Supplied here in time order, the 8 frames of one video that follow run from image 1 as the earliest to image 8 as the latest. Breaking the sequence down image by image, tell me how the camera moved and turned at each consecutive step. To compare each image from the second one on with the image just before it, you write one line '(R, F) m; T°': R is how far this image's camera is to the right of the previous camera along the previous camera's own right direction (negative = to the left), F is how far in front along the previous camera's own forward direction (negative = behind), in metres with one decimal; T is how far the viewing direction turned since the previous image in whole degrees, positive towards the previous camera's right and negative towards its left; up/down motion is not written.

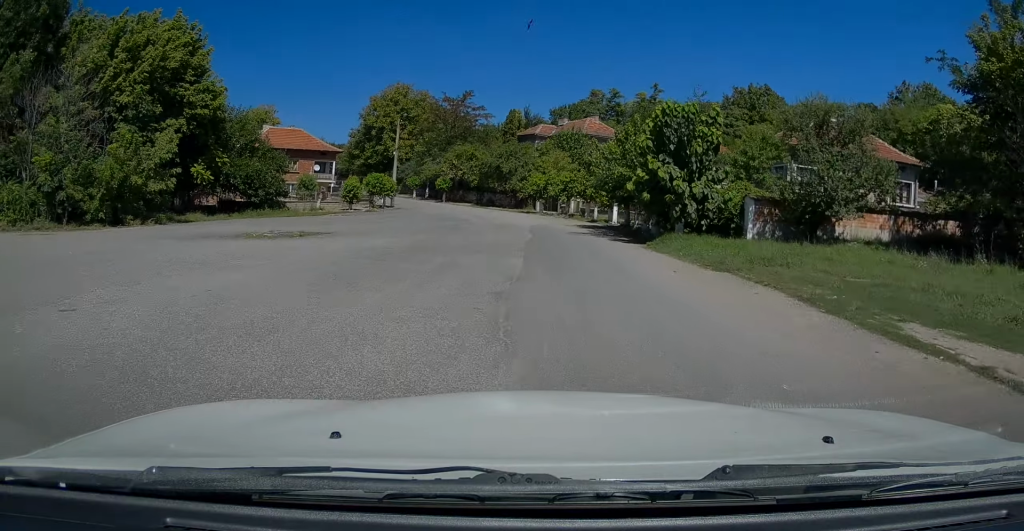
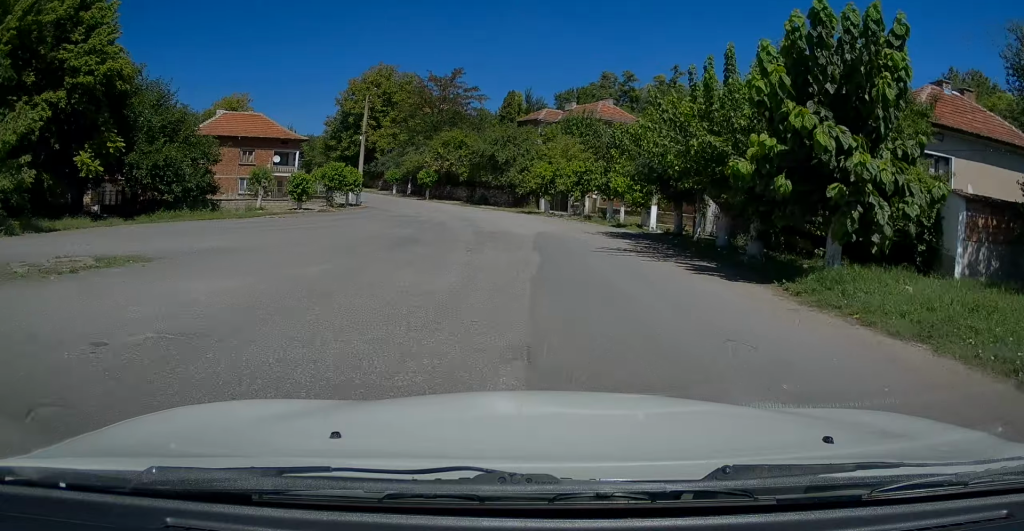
(-0.1, +11.5) m; 0°
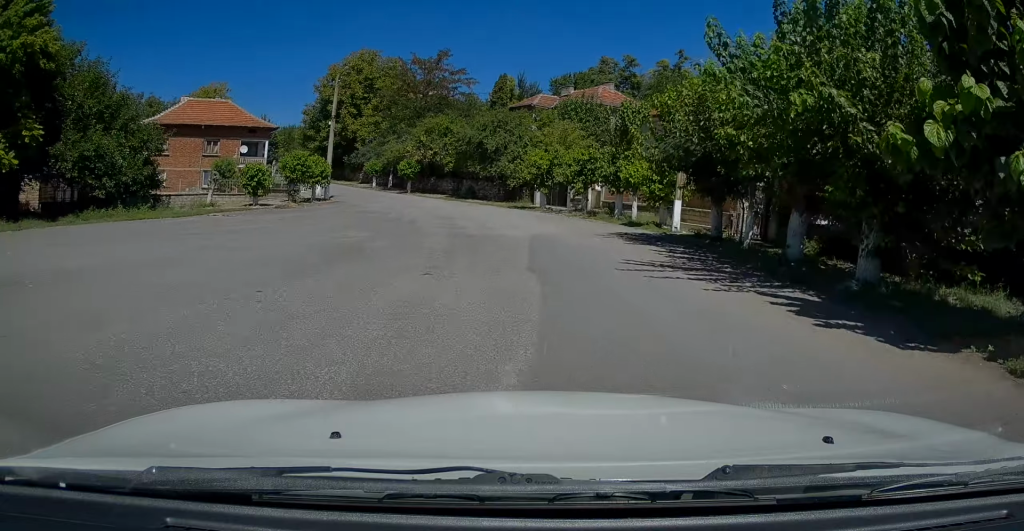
(+0.1, +5.5) m; 0°
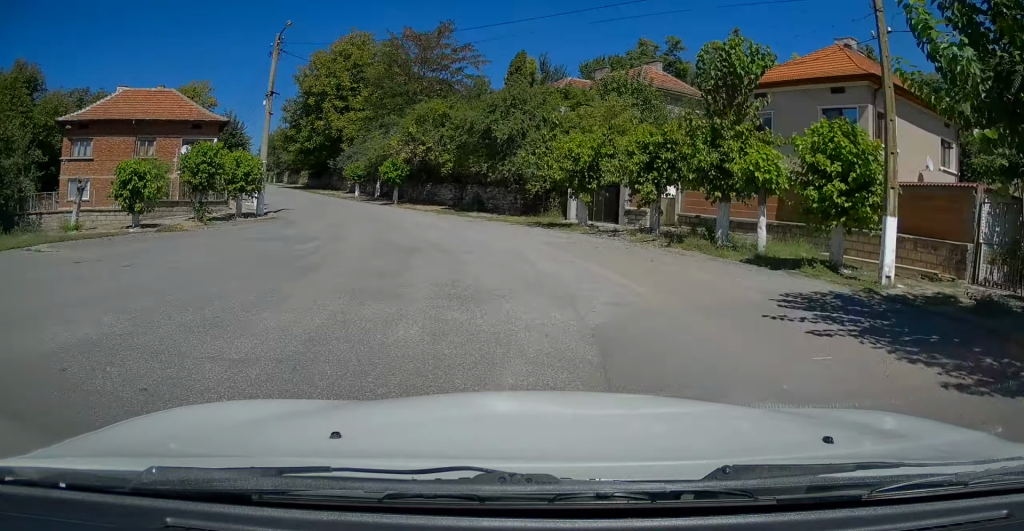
(0.0, +12.6) m; -2°
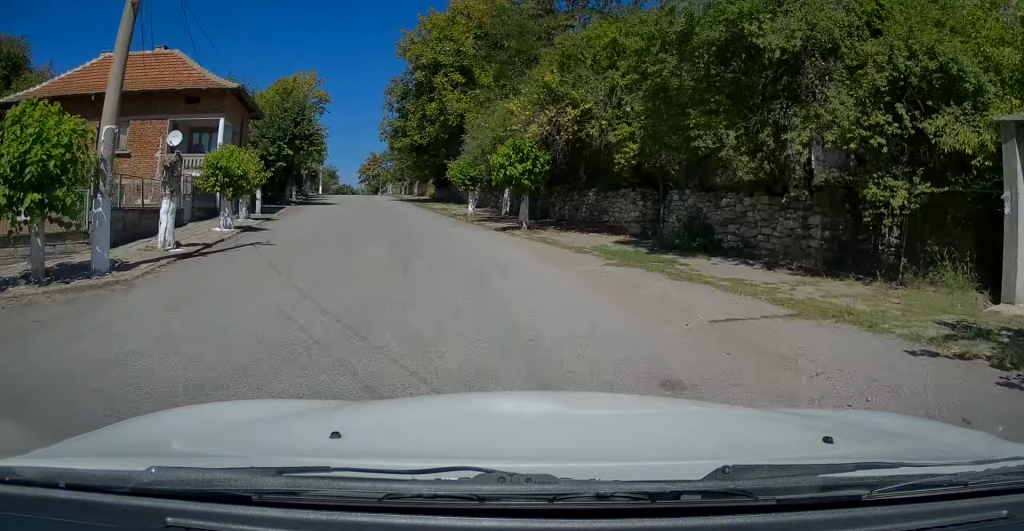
(-1.1, +18.0) m; -12°
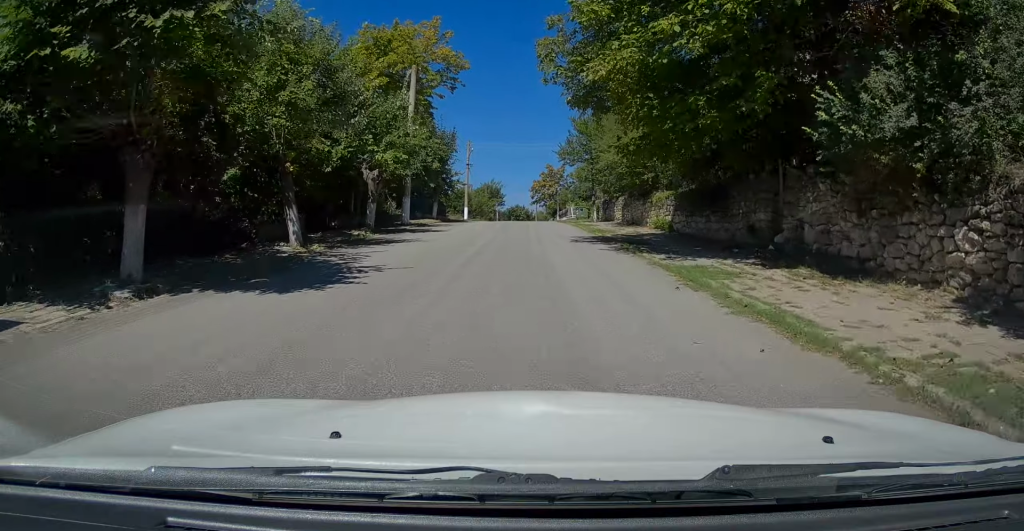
(-6.0, +28.3) m; -17°
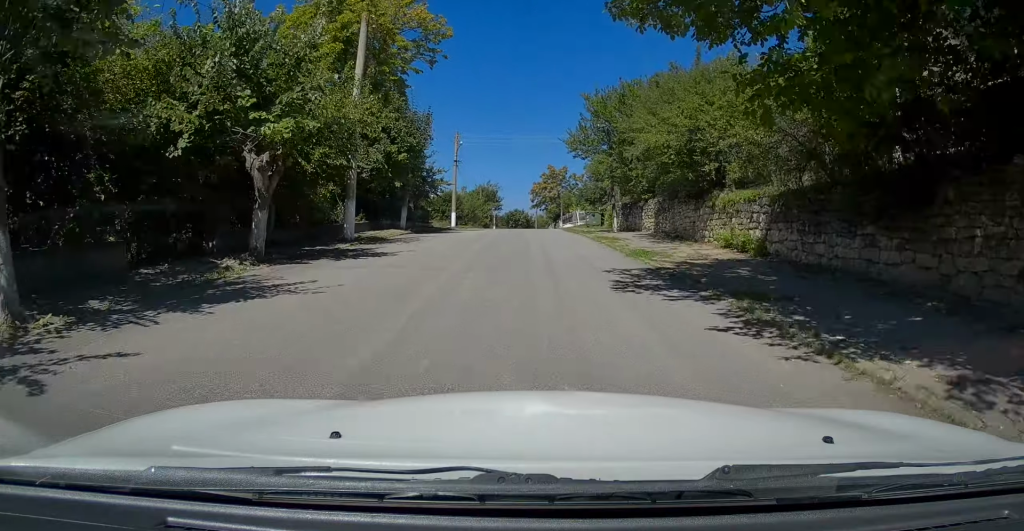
(-0.1, +9.4) m; -1°
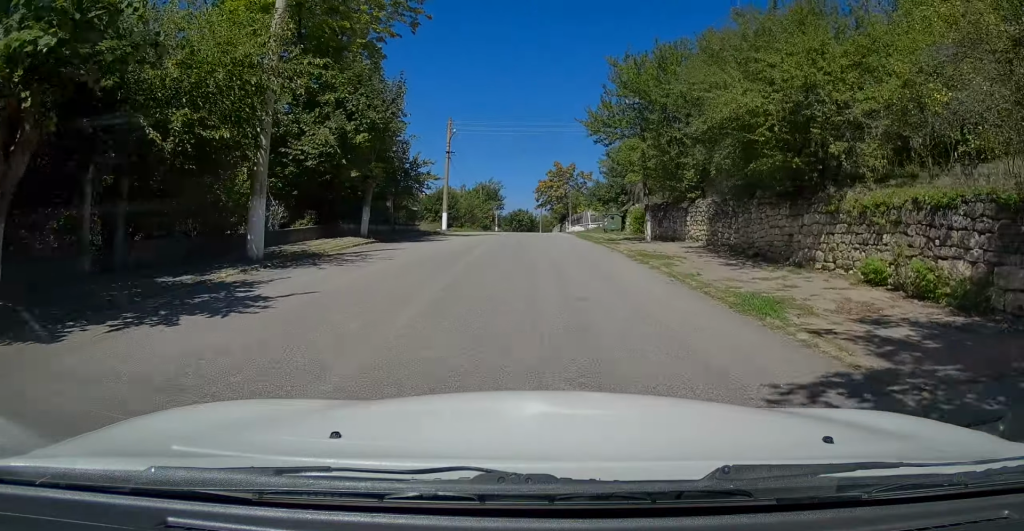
(+0.1, +7.5) m; -1°
